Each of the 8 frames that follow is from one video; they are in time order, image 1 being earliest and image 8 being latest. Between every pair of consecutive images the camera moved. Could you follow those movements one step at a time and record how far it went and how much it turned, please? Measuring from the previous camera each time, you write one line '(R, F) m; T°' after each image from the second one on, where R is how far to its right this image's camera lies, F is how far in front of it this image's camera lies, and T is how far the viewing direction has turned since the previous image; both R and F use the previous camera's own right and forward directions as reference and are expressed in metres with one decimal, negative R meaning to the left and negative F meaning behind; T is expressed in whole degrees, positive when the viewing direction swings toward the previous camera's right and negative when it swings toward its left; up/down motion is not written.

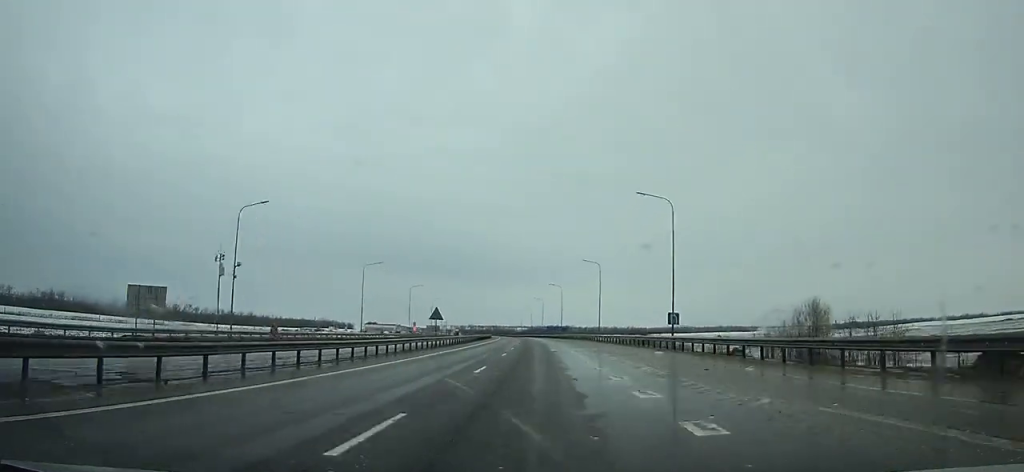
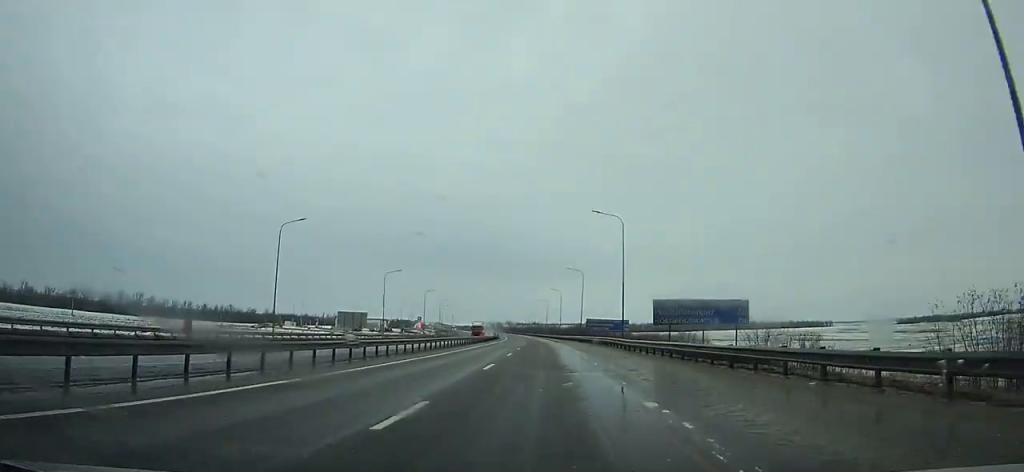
(-4.3, +119.0) m; -4°
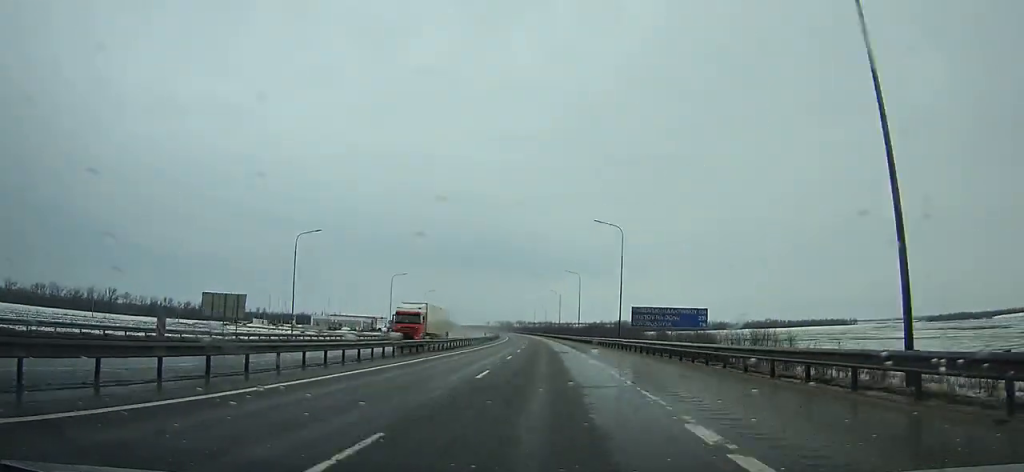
(-0.3, +39.7) m; -1°
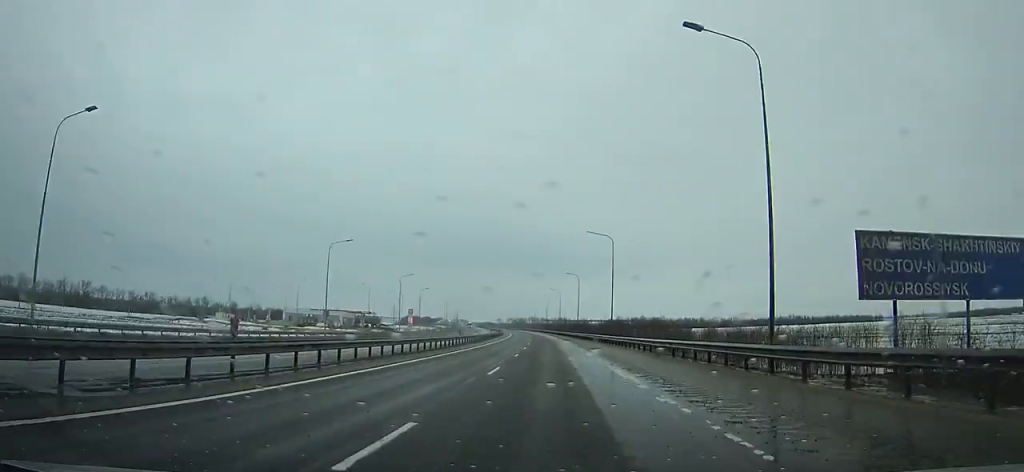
(-0.5, +35.4) m; -1°
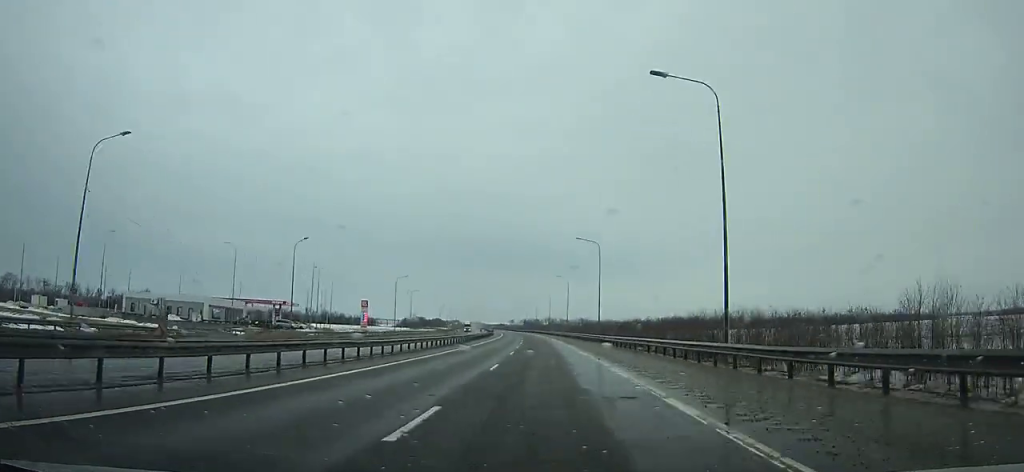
(-1.3, +82.0) m; -2°
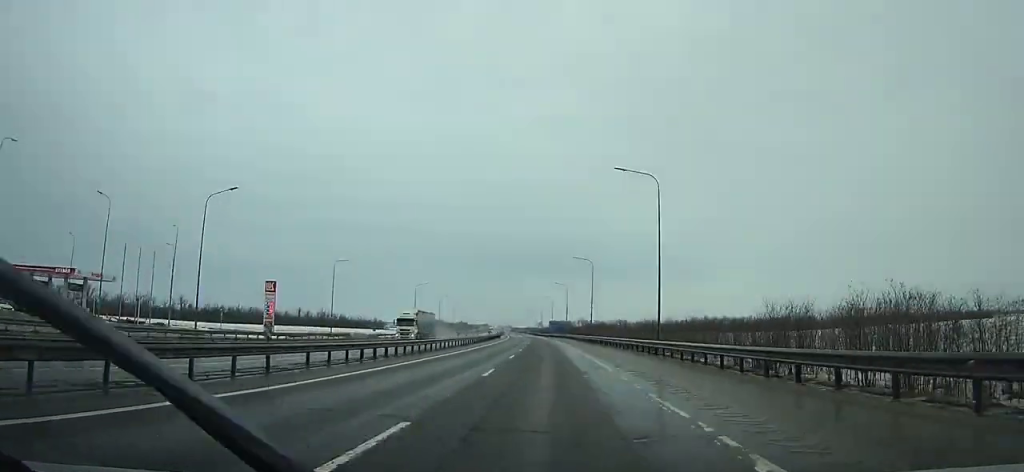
(-1.5, +73.2) m; -2°
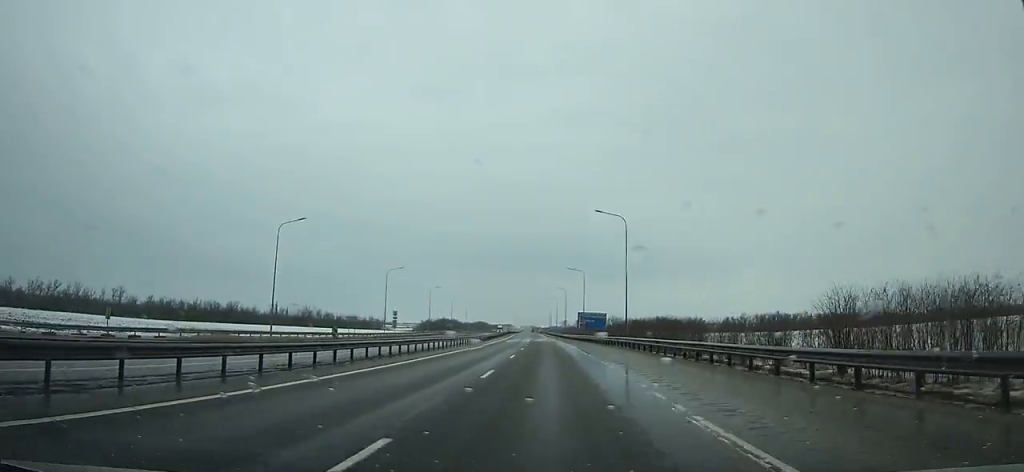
(-1.5, +73.0) m; -2°
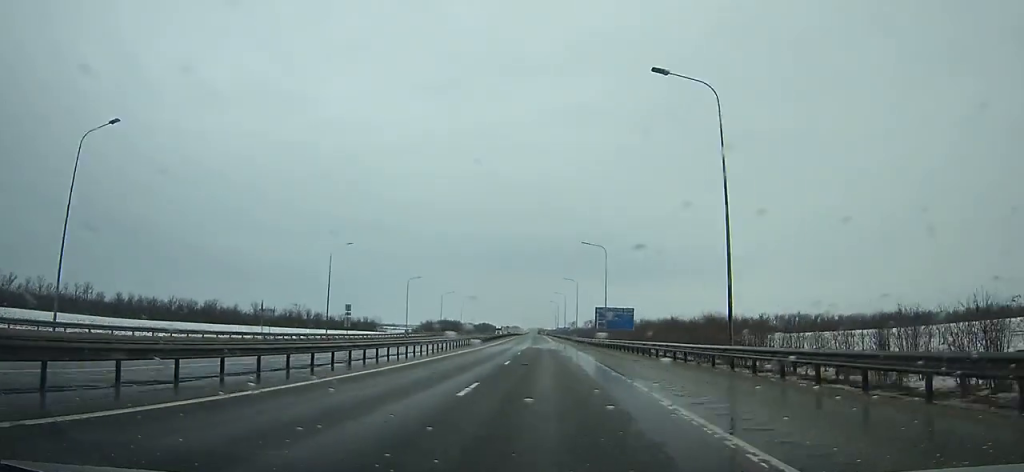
(-0.4, +28.6) m; -1°
